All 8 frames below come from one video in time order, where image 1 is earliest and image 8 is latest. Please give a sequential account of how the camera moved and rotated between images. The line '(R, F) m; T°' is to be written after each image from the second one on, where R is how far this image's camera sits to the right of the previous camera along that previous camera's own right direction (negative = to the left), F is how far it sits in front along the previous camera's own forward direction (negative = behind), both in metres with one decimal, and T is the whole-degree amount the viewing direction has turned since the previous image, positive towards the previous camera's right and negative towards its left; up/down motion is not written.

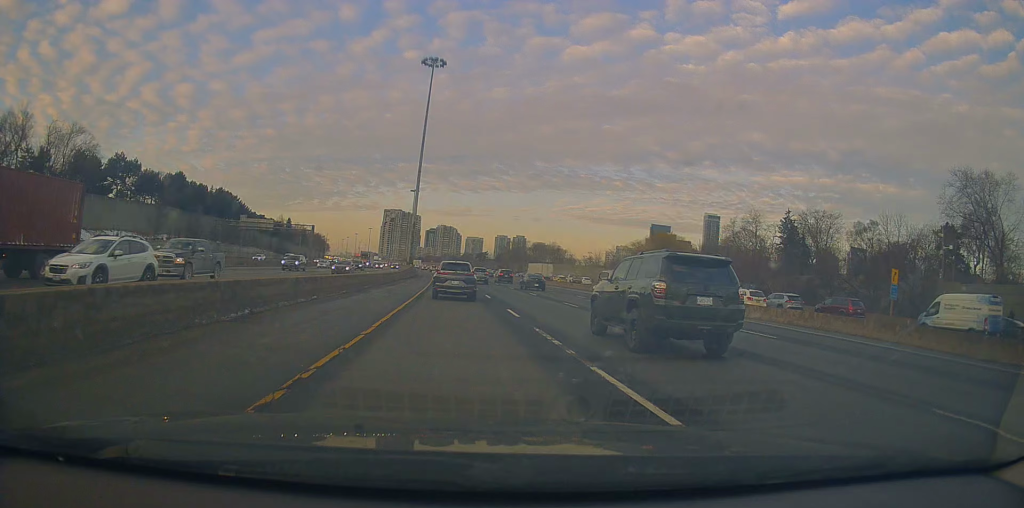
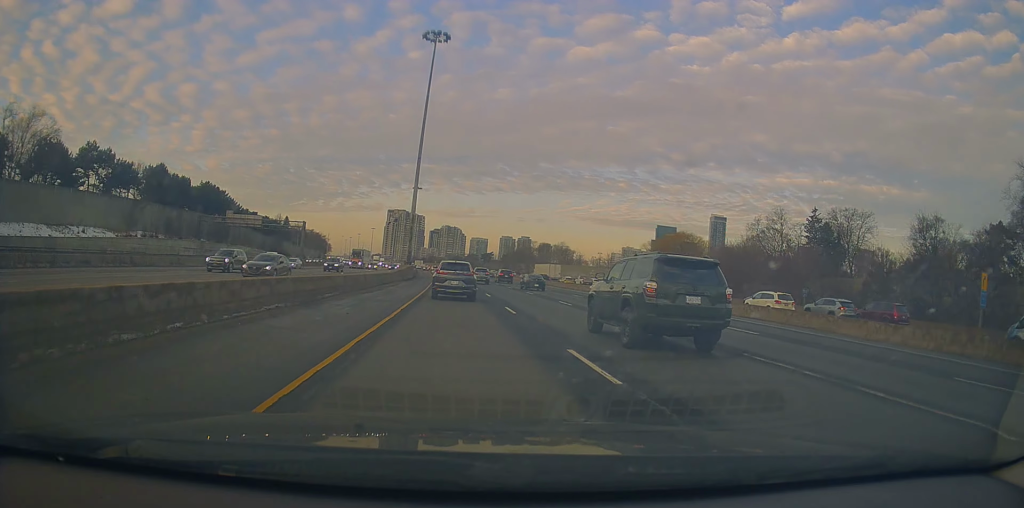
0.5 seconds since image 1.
(0.0, +10.4) m; -1°
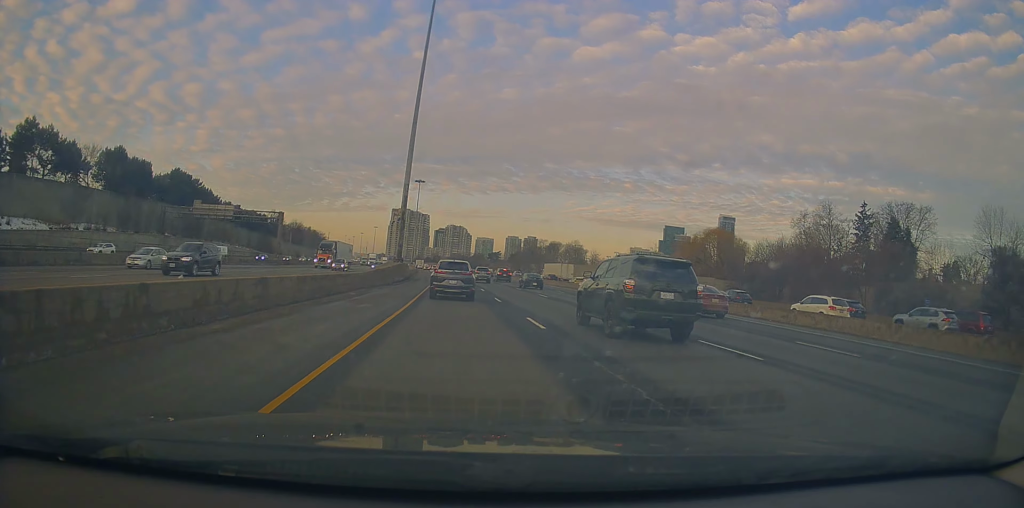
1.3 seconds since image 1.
(-0.3, +17.5) m; -1°
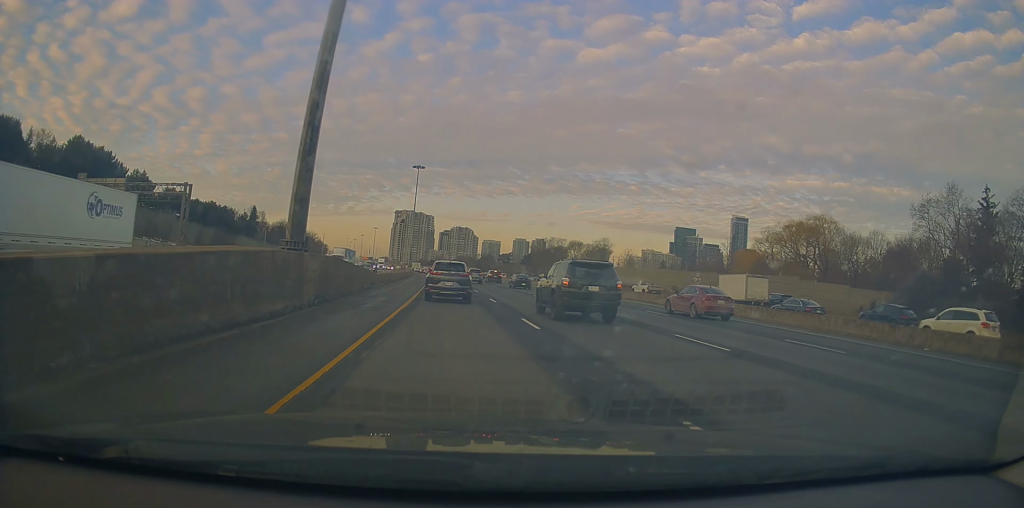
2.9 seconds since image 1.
(0.0, +35.5) m; +1°
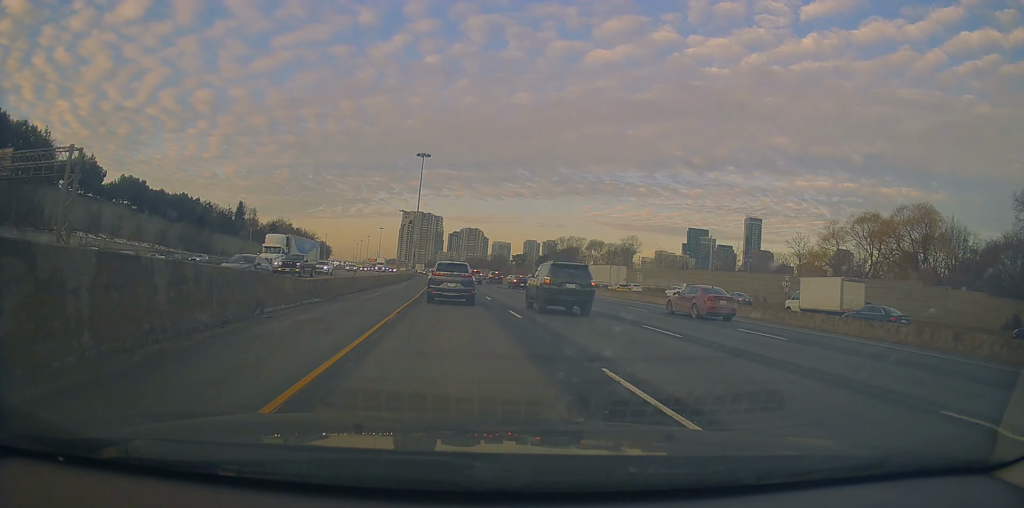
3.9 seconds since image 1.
(+0.2, +20.8) m; -1°
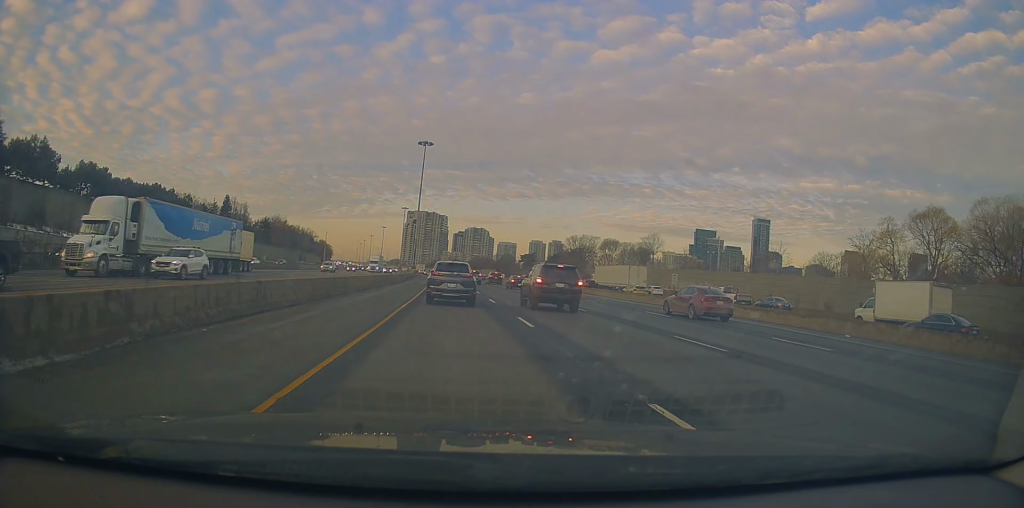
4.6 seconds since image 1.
(+0.1, +14.4) m; -2°
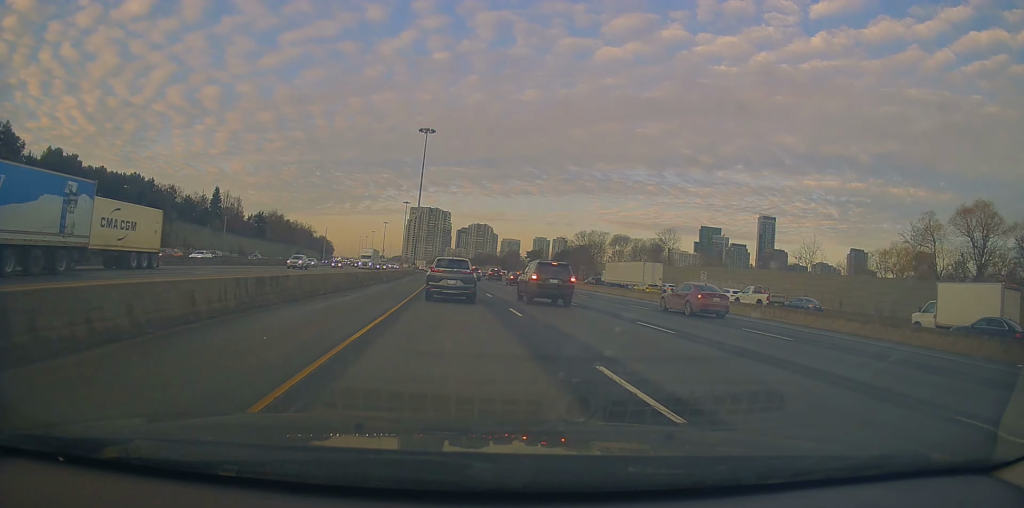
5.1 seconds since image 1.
(-0.3, +9.5) m; -1°
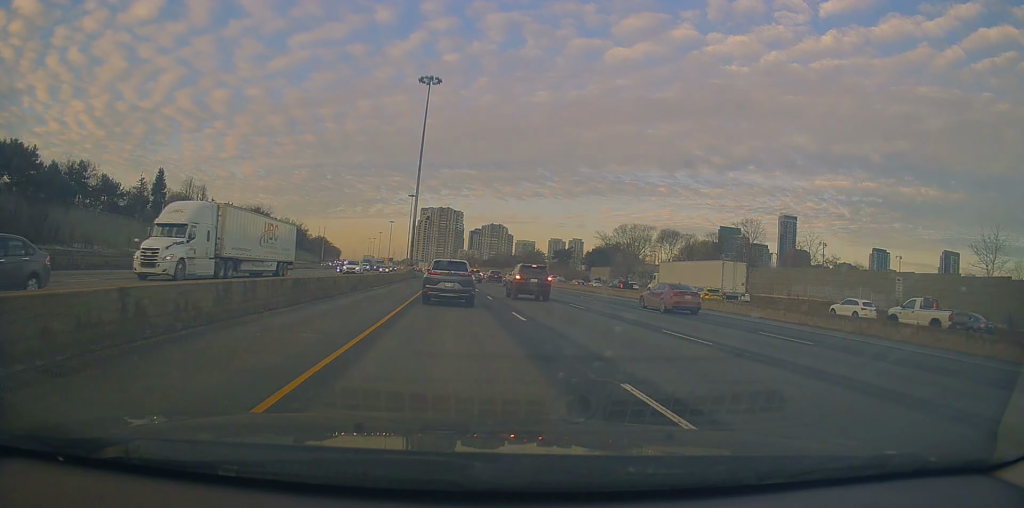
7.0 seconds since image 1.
(-0.7, +37.6) m; -2°
